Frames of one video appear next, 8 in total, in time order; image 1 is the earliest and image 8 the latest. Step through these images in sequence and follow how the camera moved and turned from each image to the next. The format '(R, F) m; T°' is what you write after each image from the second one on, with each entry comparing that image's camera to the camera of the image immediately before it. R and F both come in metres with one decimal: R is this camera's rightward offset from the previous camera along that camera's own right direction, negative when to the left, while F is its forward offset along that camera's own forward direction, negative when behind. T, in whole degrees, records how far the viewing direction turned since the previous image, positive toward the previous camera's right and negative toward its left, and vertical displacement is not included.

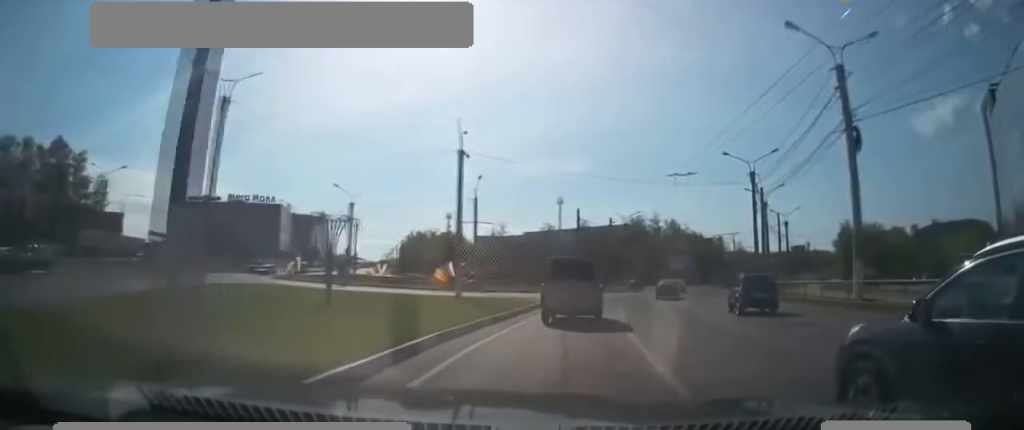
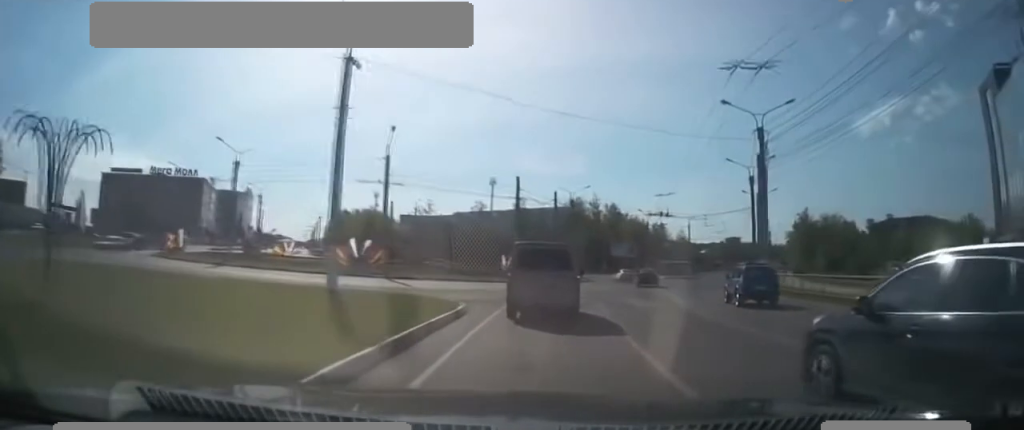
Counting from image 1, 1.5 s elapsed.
(+0.6, +10.2) m; +6°
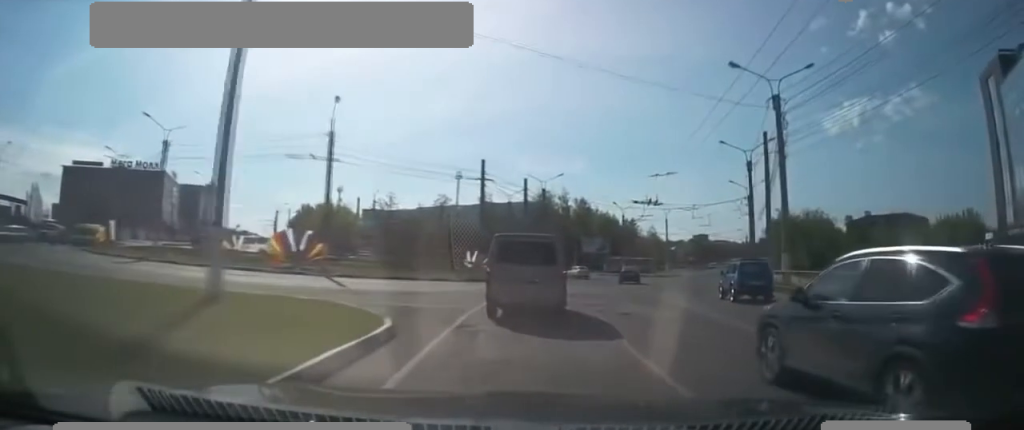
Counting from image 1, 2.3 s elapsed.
(+0.1, +4.8) m; +2°
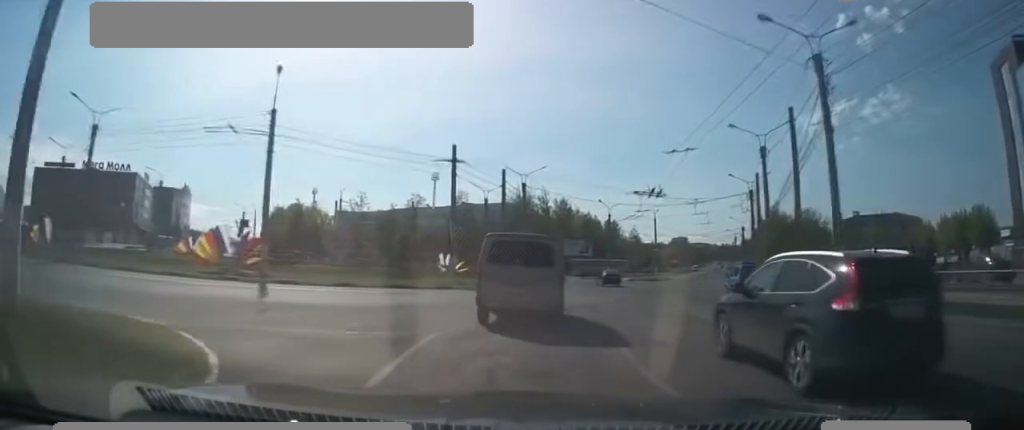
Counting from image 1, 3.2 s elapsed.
(+0.1, +5.4) m; +2°
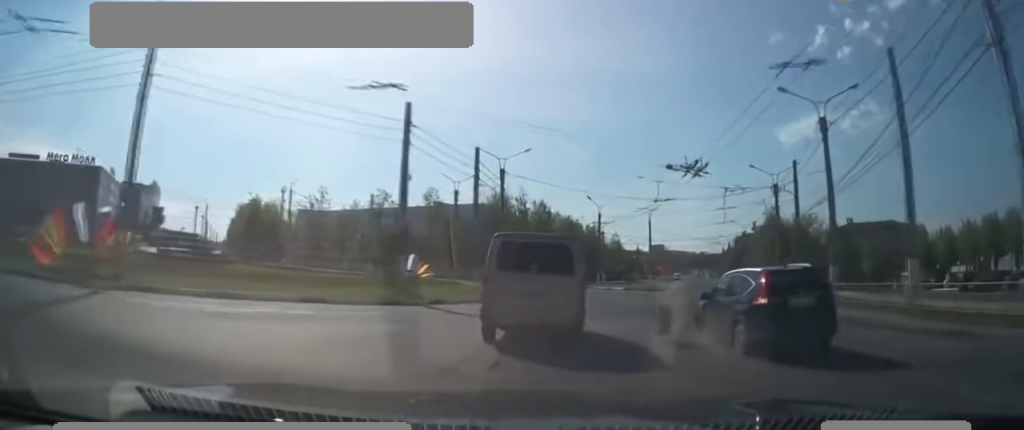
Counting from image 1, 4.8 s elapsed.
(+0.2, +9.1) m; +4°
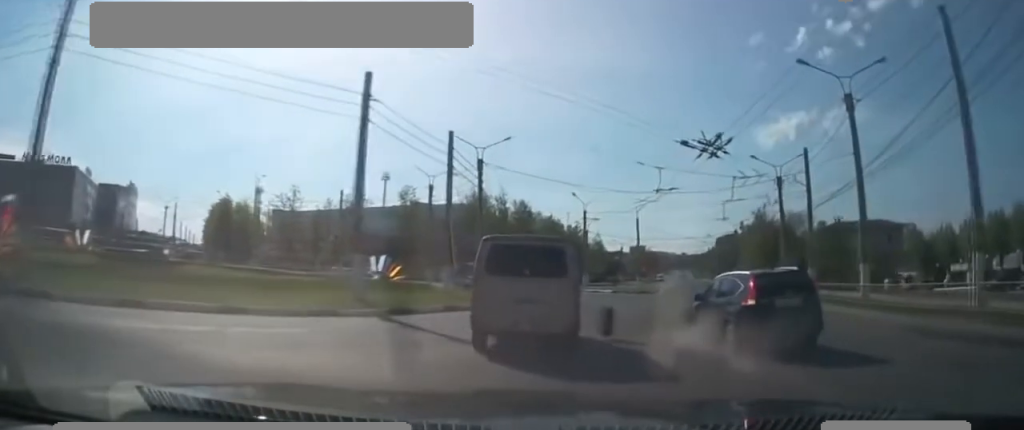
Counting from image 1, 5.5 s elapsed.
(+0.2, +4.0) m; +2°
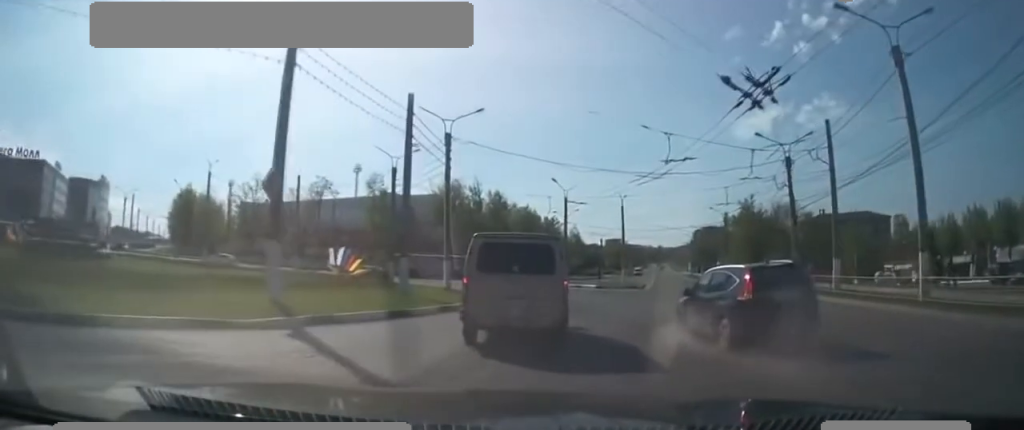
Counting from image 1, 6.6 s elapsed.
(+0.1, +5.4) m; +2°
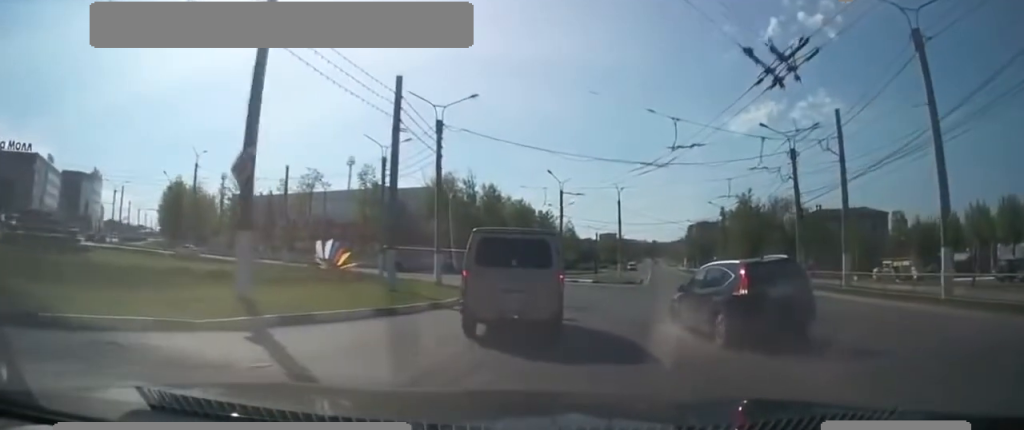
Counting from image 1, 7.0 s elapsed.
(0.0, +1.6) m; +1°
